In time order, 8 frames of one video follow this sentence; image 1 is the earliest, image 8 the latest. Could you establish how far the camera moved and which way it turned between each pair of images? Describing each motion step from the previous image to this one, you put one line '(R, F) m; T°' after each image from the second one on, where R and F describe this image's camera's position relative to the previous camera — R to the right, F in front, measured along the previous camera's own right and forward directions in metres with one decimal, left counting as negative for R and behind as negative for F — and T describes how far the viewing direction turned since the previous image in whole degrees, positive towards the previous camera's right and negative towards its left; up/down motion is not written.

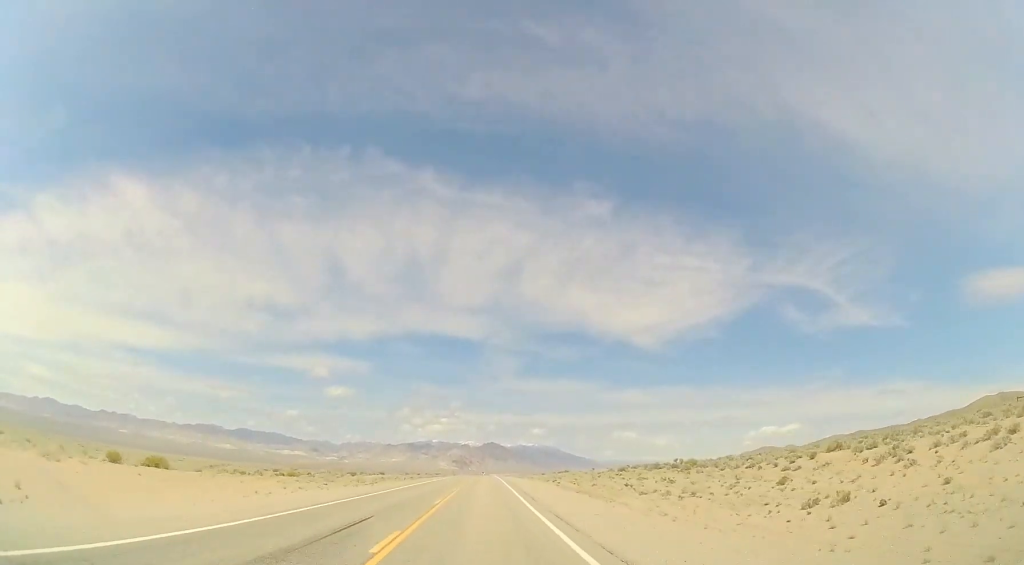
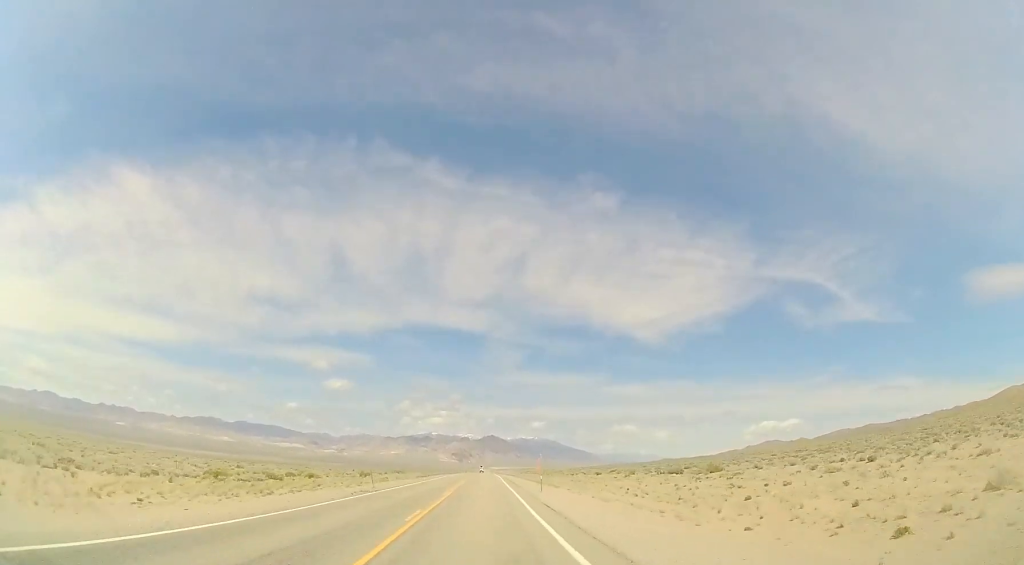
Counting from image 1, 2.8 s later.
(+0.3, +81.2) m; -1°
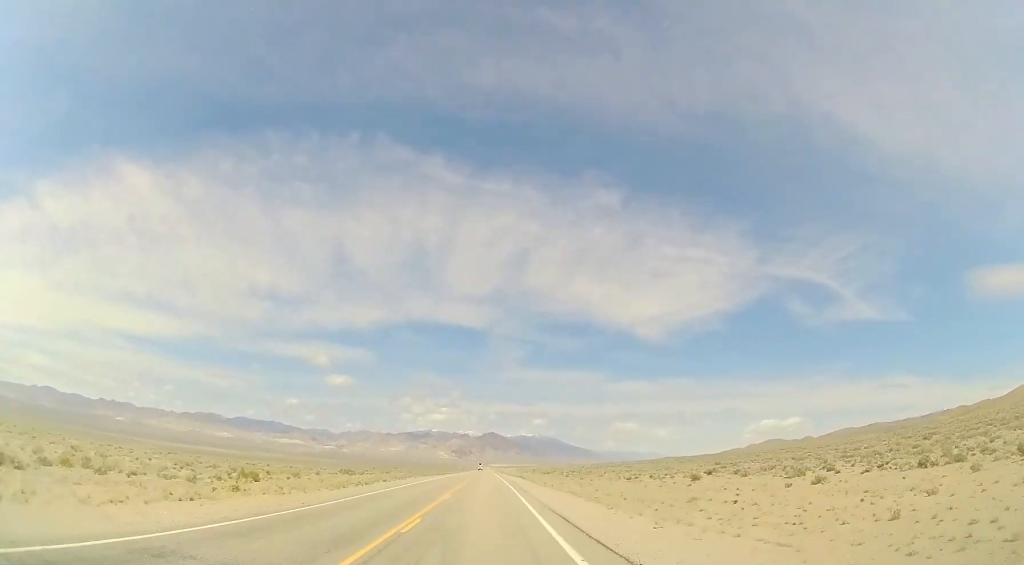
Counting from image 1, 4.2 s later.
(-0.3, +38.6) m; -1°
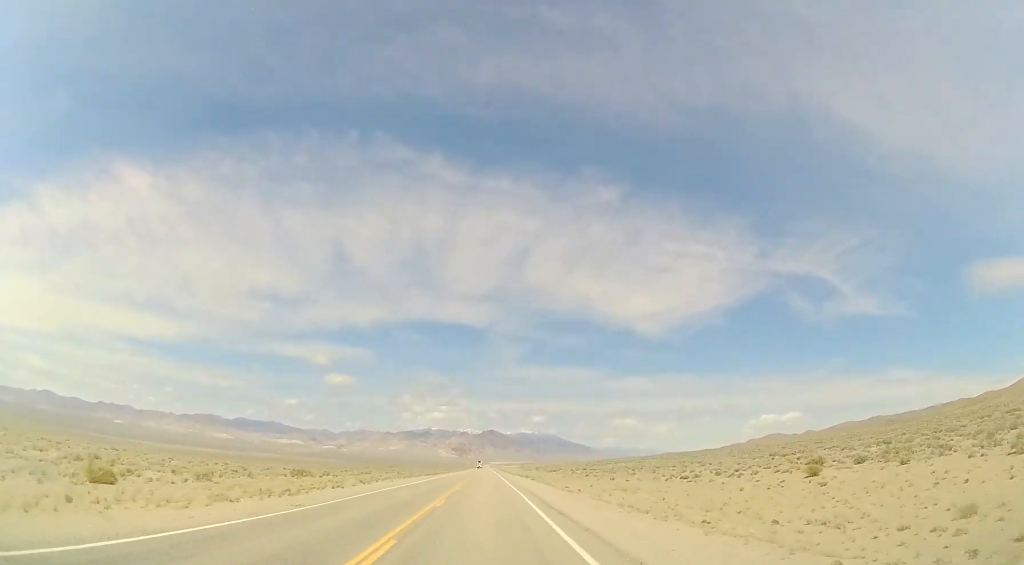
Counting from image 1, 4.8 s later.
(-0.3, +16.9) m; 0°
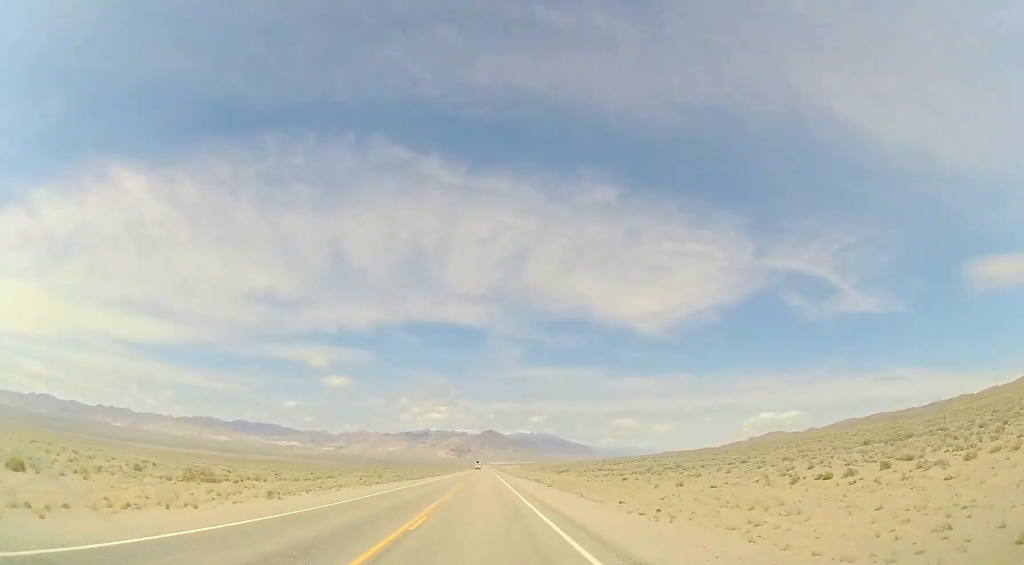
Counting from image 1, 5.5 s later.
(+0.3, +18.9) m; +1°
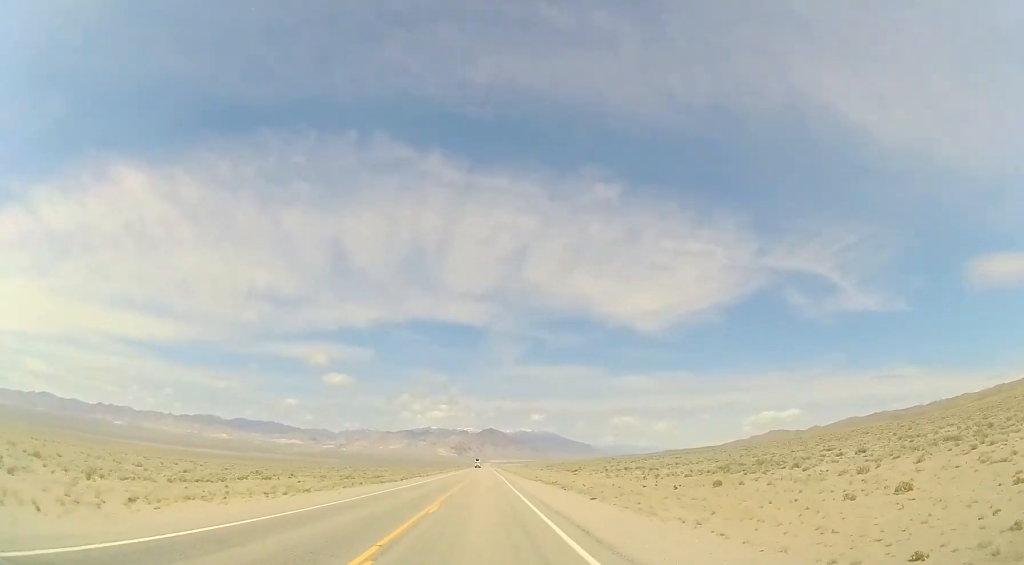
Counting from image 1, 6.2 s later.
(+0.2, +19.9) m; +1°
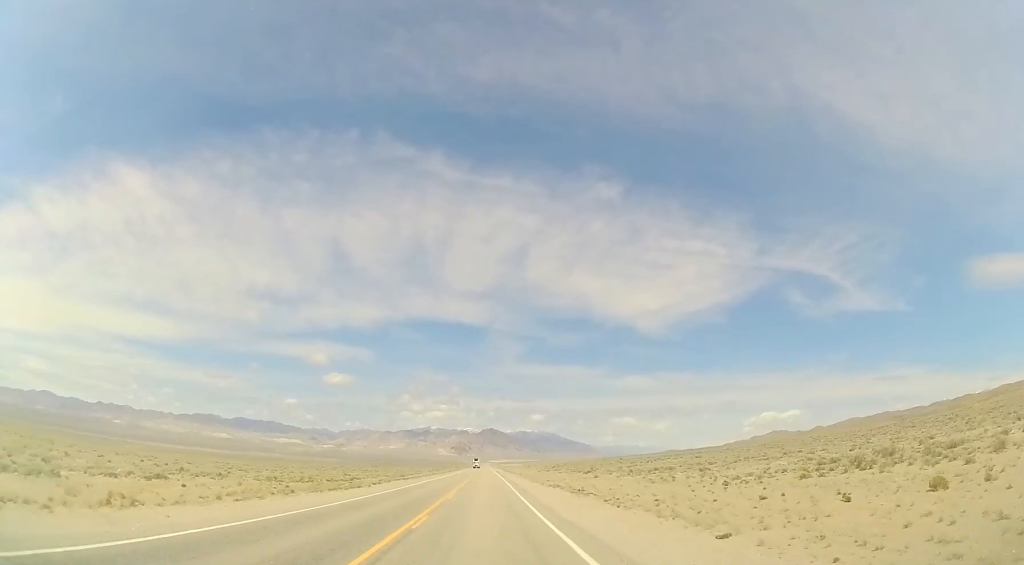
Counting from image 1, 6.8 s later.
(+0.2, +17.1) m; 0°
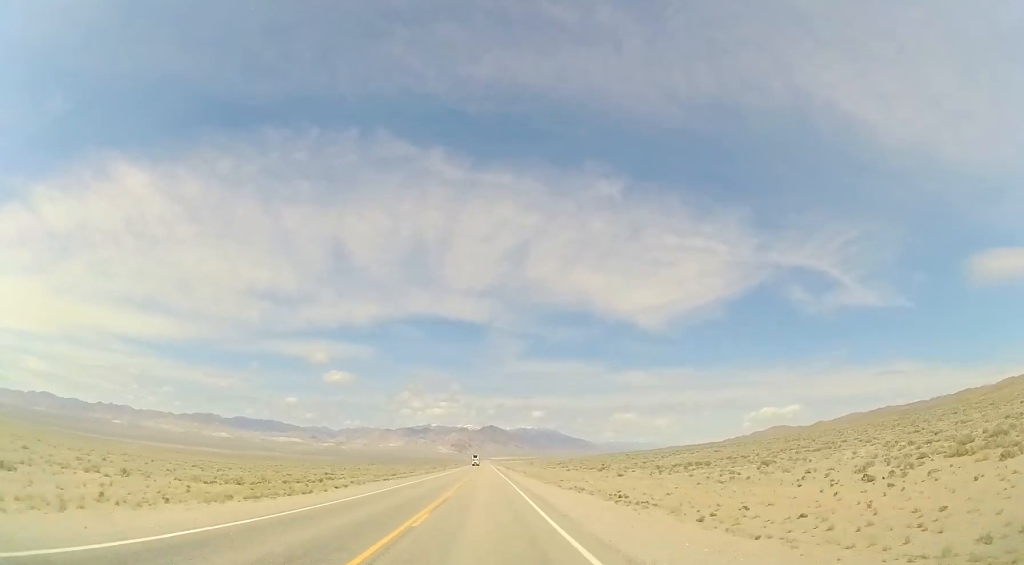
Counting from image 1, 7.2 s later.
(-0.1, +12.4) m; 0°
